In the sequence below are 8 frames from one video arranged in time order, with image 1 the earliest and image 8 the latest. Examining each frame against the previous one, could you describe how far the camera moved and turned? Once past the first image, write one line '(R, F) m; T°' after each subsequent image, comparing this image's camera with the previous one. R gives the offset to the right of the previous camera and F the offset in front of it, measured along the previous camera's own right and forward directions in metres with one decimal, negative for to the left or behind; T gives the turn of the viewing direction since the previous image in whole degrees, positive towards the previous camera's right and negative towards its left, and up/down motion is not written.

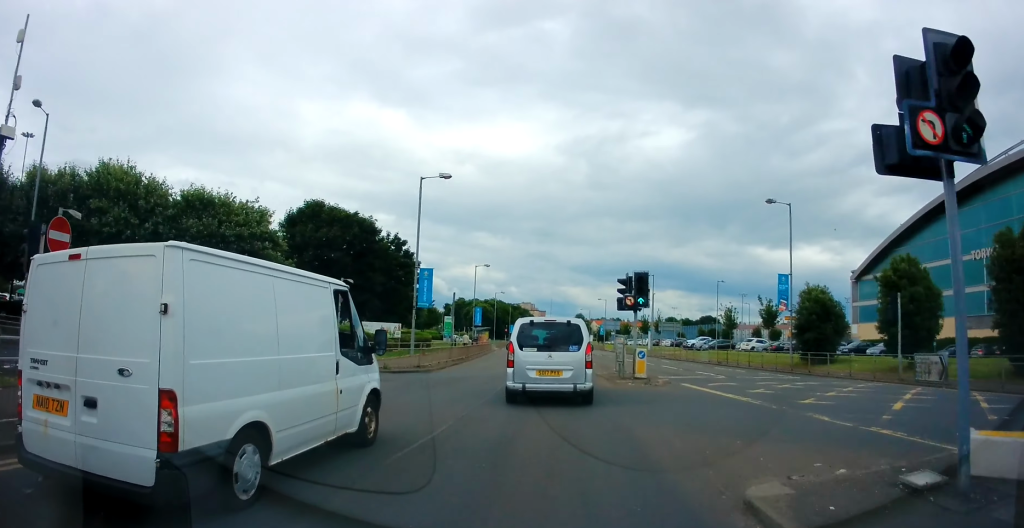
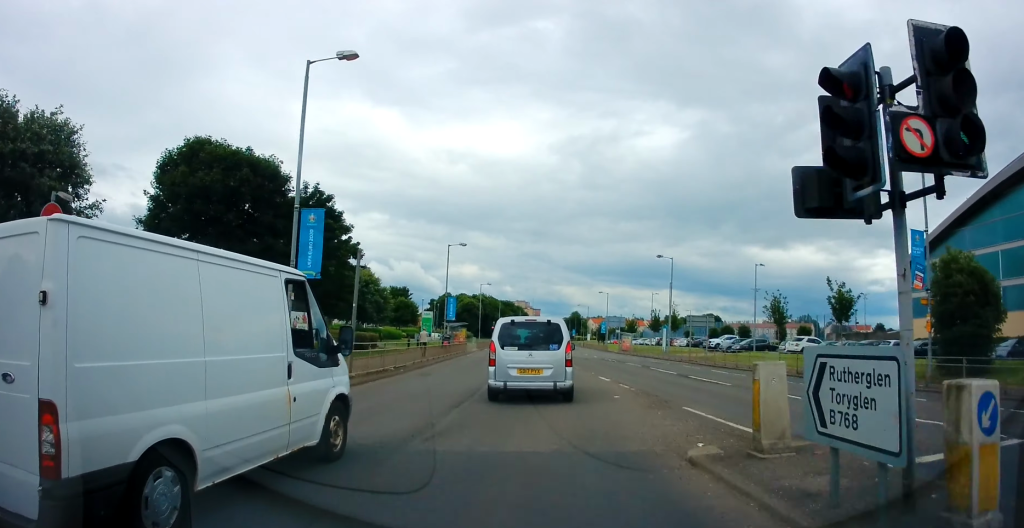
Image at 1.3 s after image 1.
(0.0, +15.6) m; 0°
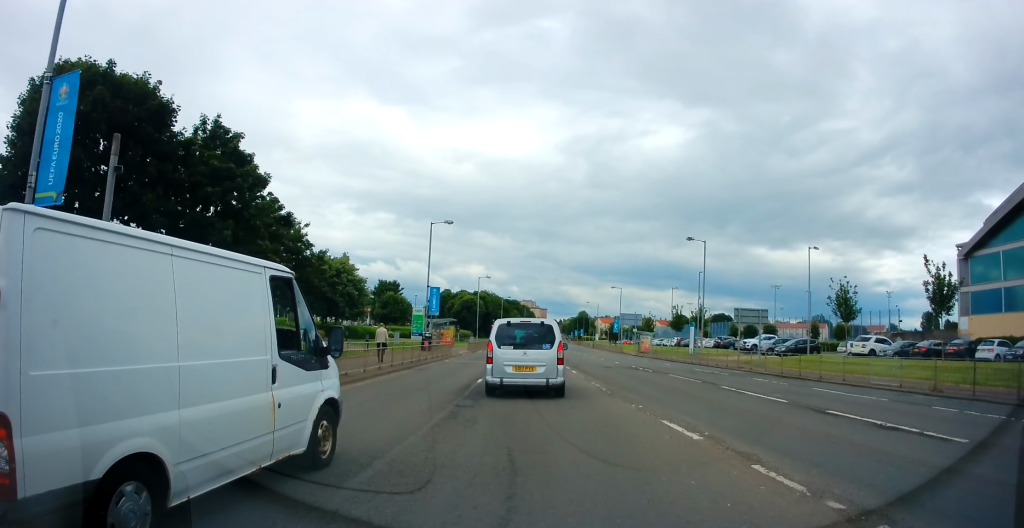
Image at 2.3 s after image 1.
(-0.1, +11.3) m; 0°
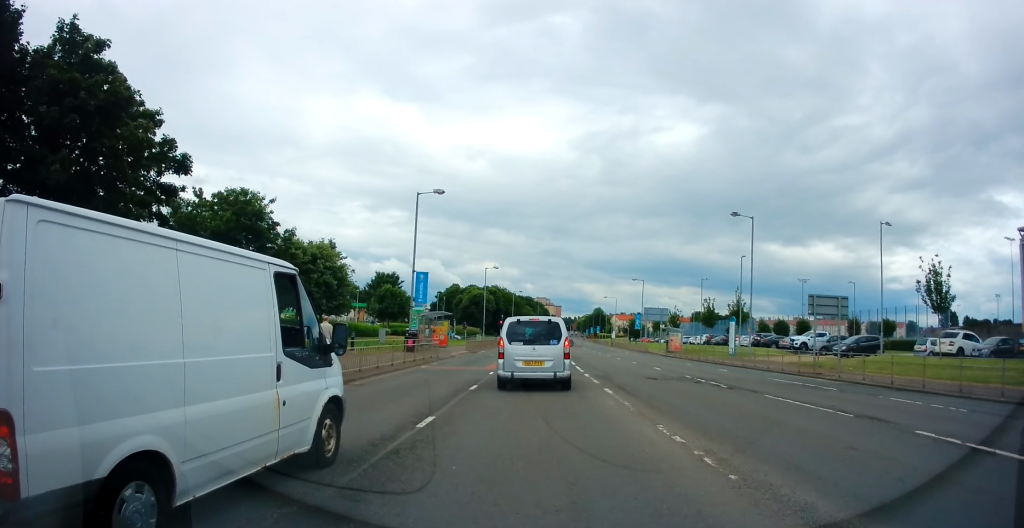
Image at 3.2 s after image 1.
(0.0, +9.4) m; -1°
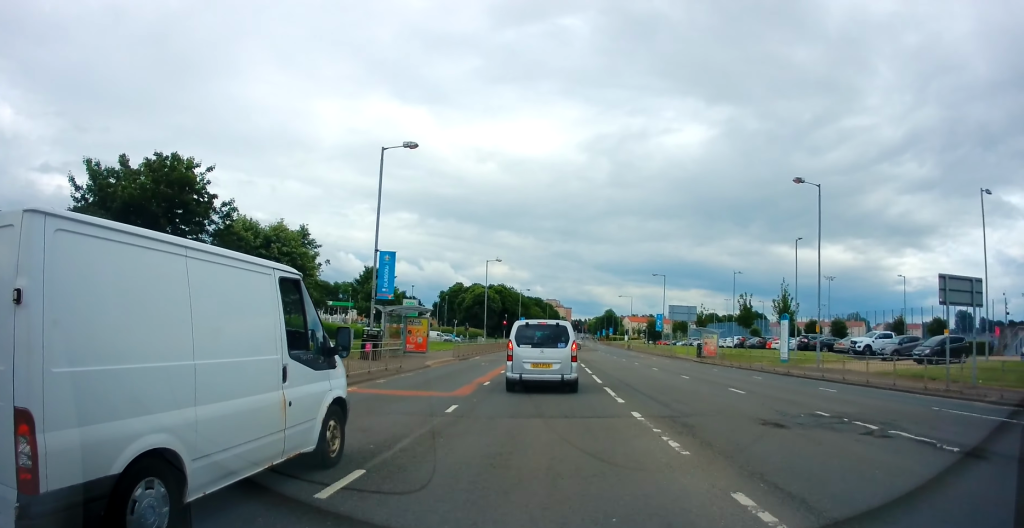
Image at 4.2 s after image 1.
(-0.1, +10.2) m; -3°
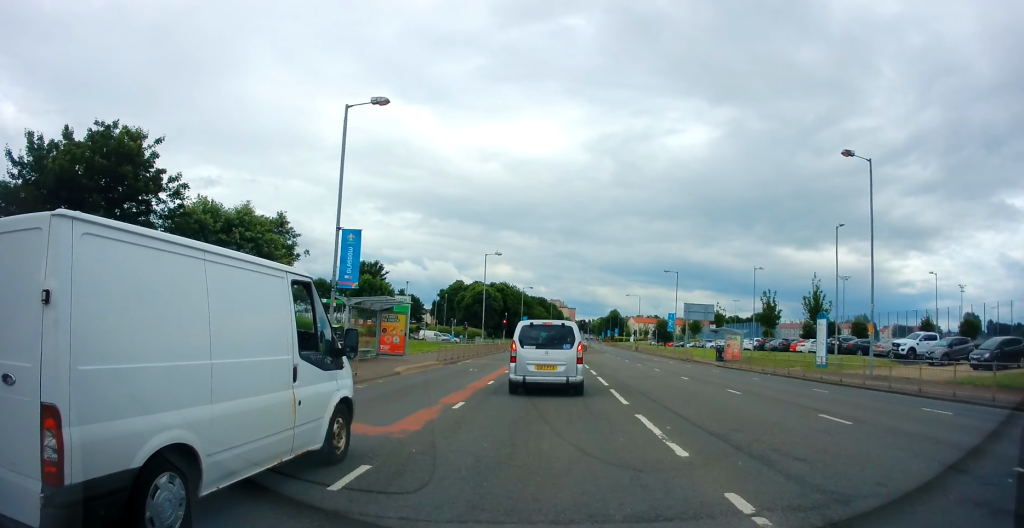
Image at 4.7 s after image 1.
(-0.3, +5.8) m; 0°
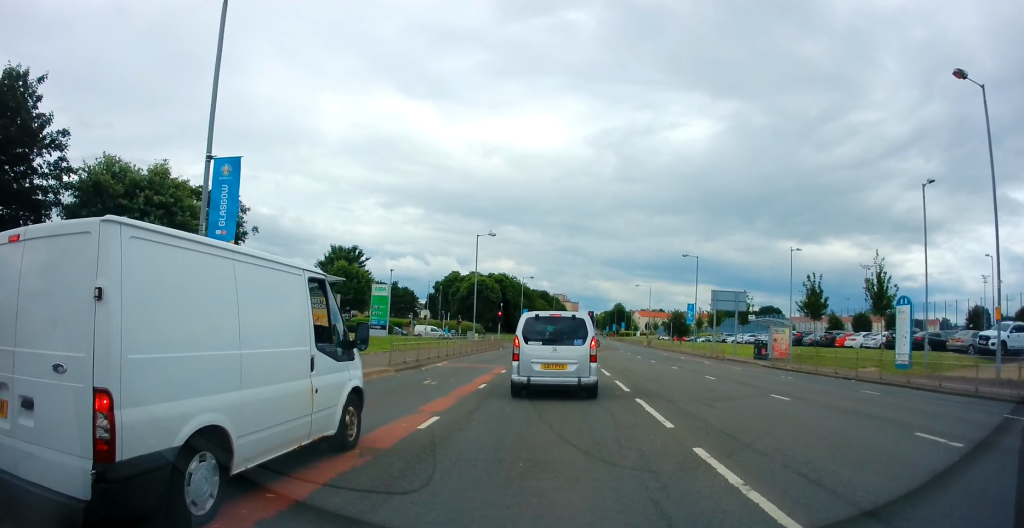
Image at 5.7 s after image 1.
(+0.2, +9.6) m; +2°
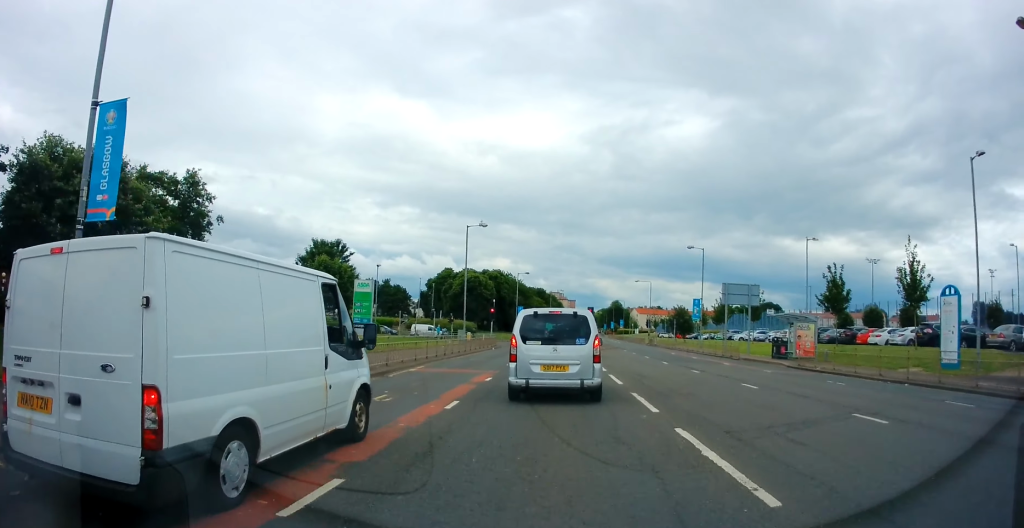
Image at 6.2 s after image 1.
(+0.1, +4.7) m; +1°
